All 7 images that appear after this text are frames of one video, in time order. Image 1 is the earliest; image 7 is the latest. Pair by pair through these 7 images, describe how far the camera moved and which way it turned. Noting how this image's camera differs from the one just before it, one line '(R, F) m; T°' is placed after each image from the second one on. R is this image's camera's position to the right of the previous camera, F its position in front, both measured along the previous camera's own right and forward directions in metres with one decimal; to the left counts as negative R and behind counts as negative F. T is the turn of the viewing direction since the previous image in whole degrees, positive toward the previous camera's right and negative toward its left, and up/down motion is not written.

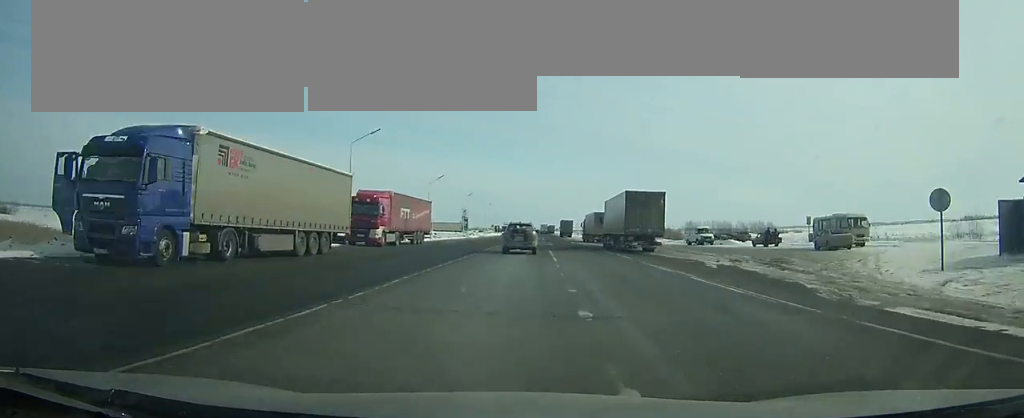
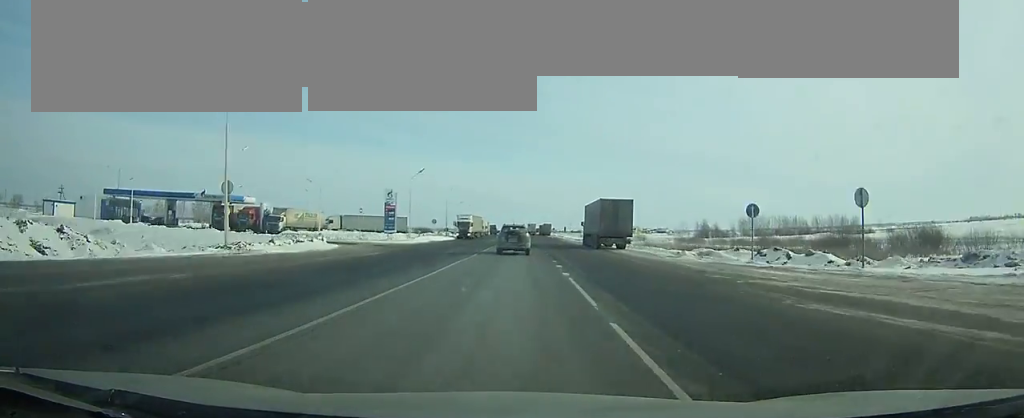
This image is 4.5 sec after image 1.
(+0.6, +89.1) m; +1°
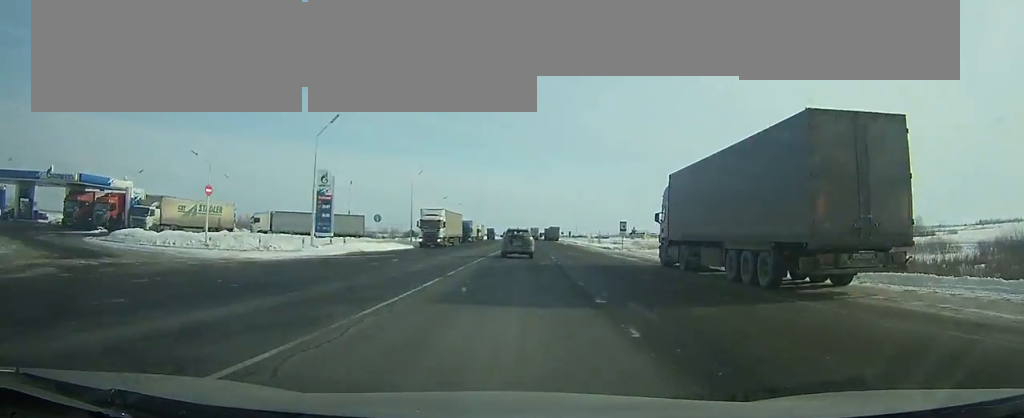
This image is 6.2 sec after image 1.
(-0.1, +33.6) m; 0°
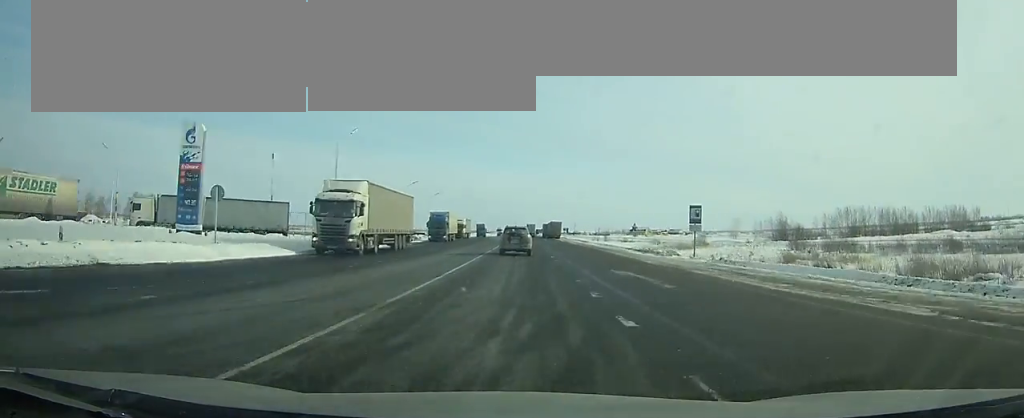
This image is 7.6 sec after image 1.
(+0.1, +27.6) m; 0°
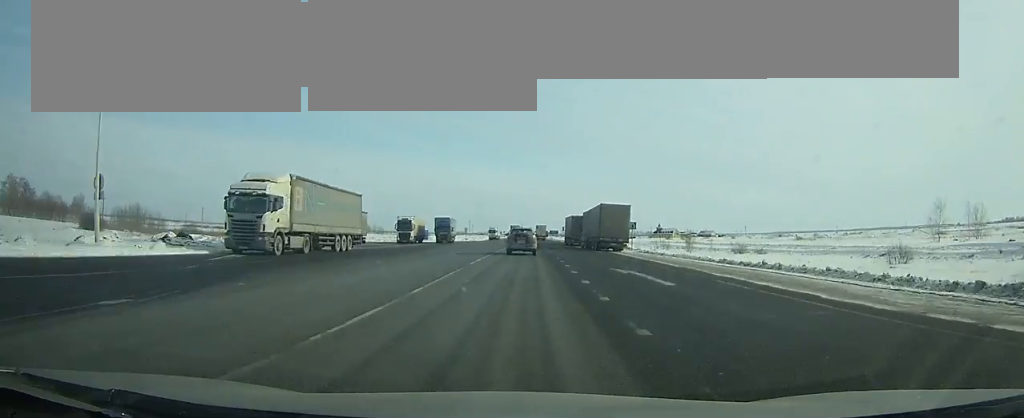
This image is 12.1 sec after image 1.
(0.0, +88.9) m; 0°
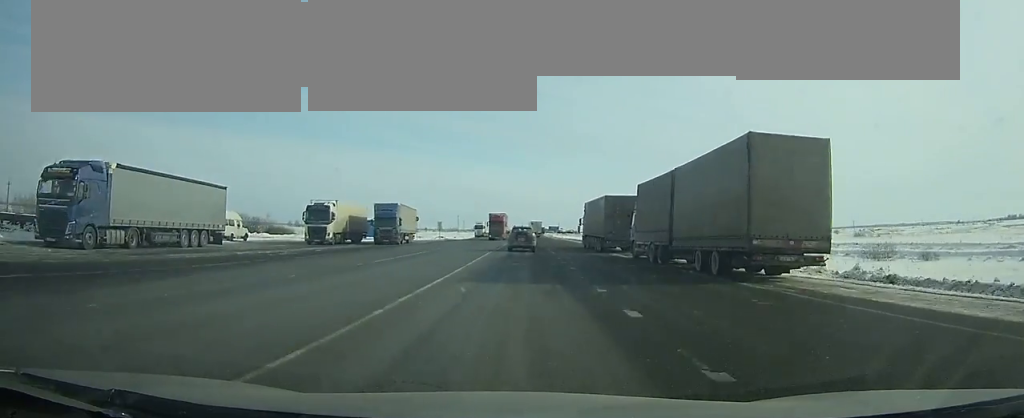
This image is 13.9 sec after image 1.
(0.0, +35.6) m; 0°
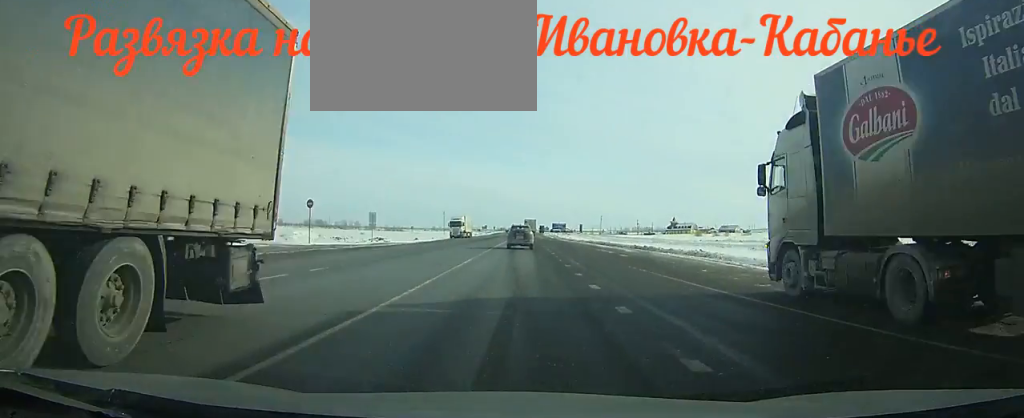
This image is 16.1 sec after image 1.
(0.0, +43.6) m; 0°
